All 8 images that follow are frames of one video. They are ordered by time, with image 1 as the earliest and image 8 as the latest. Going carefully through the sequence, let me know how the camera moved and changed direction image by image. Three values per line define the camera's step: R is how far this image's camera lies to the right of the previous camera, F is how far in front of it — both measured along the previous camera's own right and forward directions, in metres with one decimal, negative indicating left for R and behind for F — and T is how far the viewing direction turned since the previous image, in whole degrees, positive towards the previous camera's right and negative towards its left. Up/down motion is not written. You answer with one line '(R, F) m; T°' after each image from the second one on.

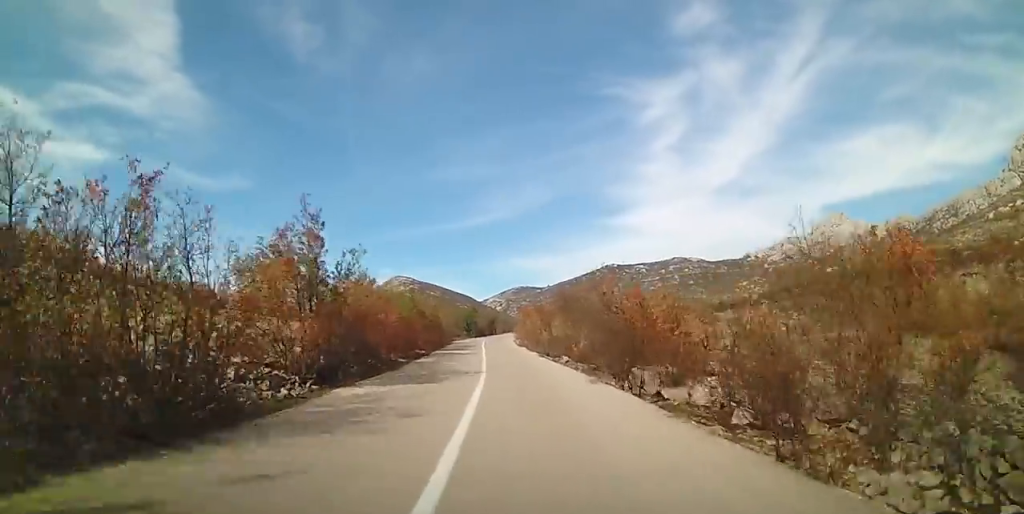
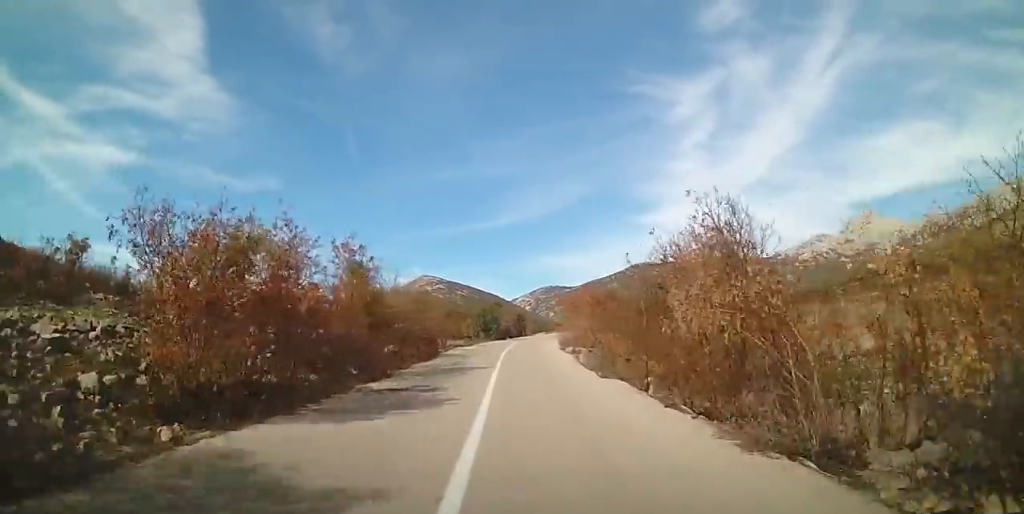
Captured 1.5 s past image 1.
(0.0, +26.7) m; -1°
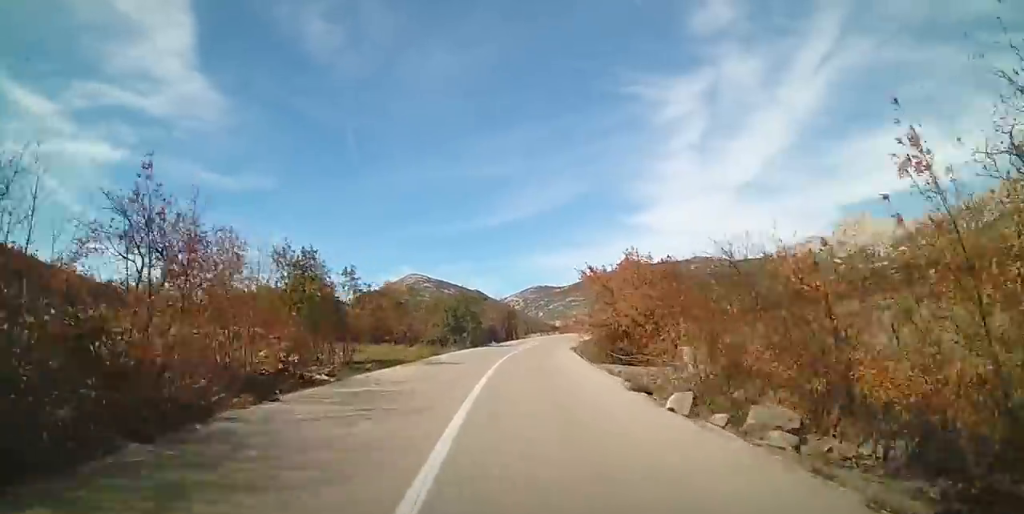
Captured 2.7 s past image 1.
(-0.6, +20.9) m; -2°
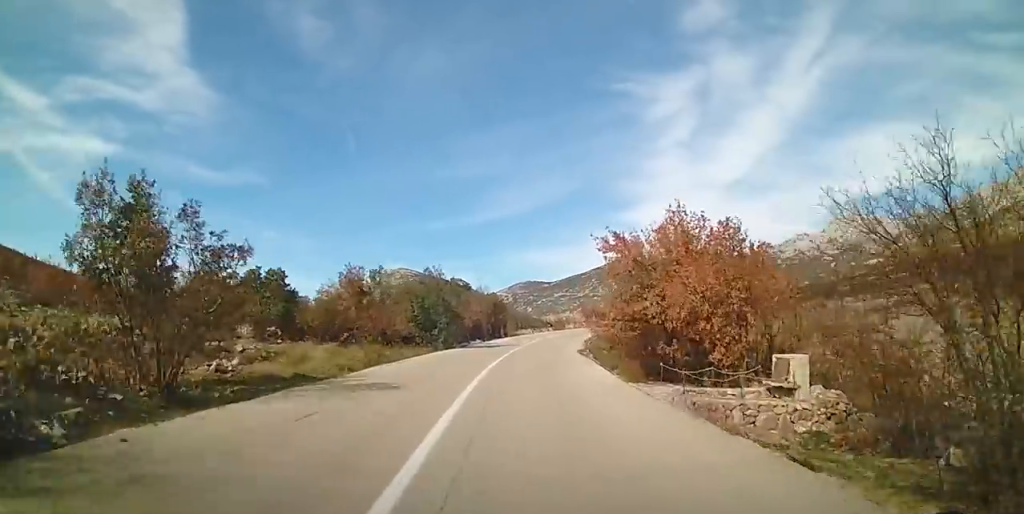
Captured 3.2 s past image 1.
(-0.1, +9.5) m; 0°
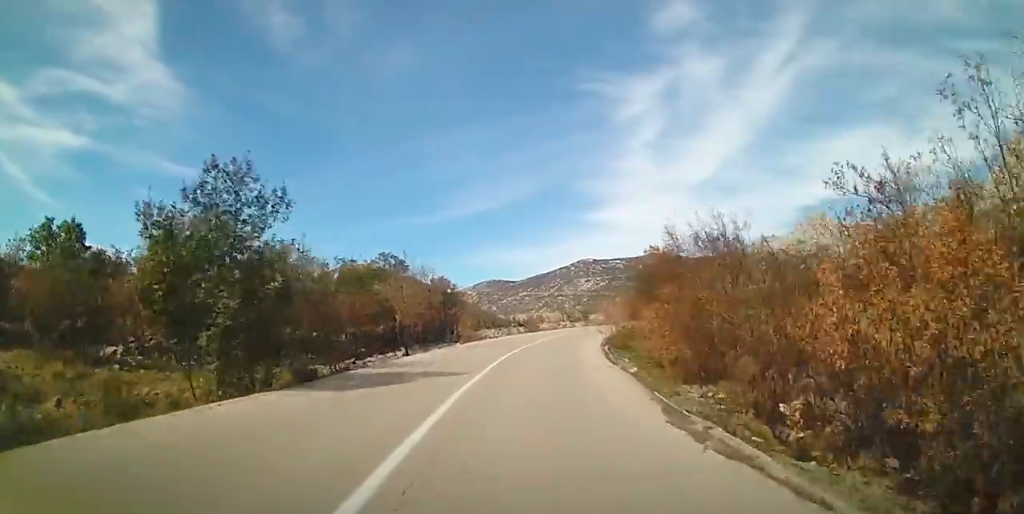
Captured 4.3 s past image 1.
(+0.4, +19.7) m; +5°
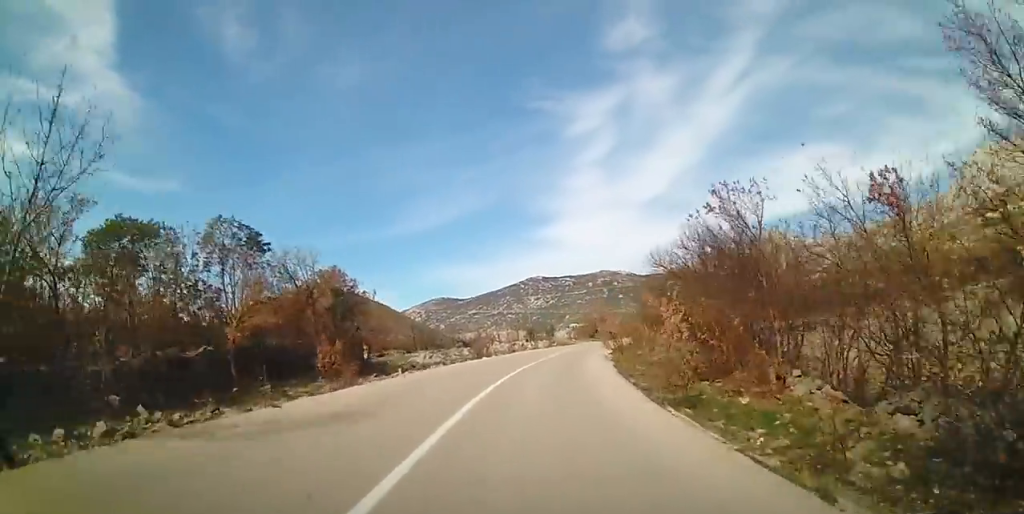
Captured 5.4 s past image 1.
(+1.1, +16.6) m; +10°
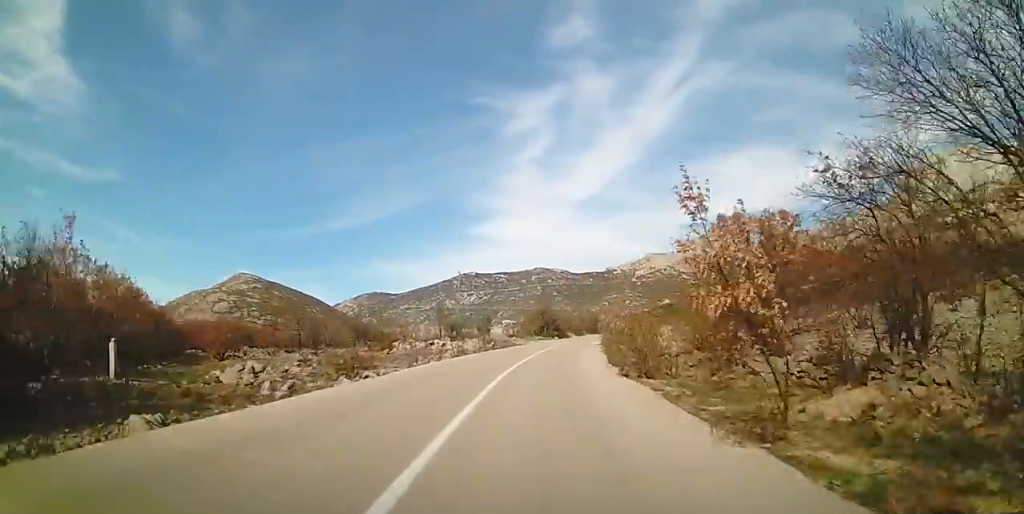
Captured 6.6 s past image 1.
(+1.9, +18.7) m; +6°
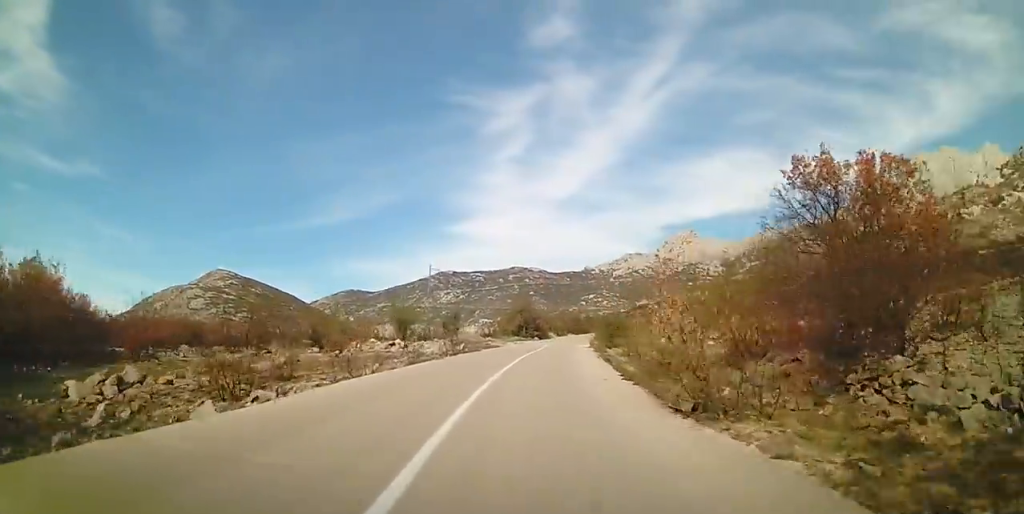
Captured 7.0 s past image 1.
(0.0, +6.3) m; 0°
